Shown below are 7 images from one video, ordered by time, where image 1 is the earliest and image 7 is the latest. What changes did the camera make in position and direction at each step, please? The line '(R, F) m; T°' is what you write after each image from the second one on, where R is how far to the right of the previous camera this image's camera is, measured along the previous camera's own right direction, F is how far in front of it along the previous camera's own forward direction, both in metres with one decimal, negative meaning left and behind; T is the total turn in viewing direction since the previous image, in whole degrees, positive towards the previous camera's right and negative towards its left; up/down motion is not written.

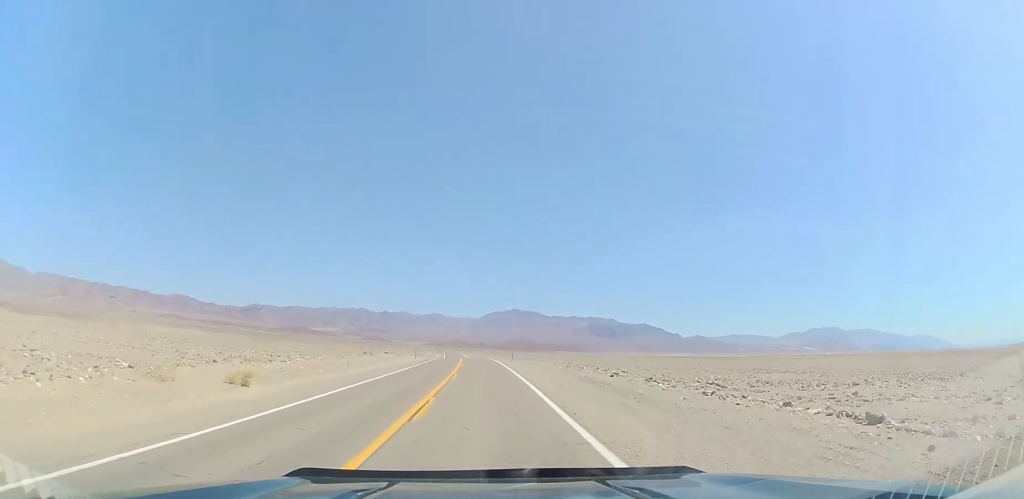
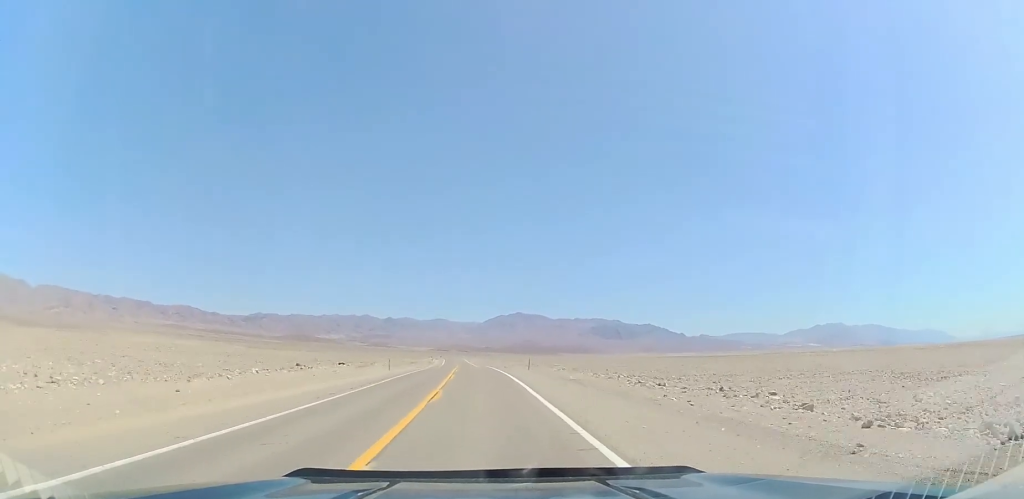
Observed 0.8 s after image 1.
(-0.5, +24.1) m; -1°
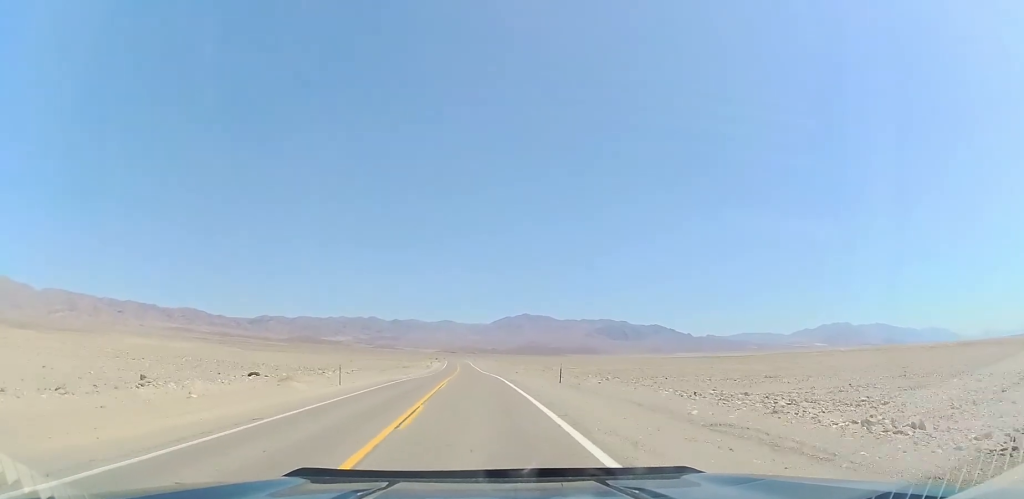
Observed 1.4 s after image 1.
(-0.1, +19.9) m; -1°
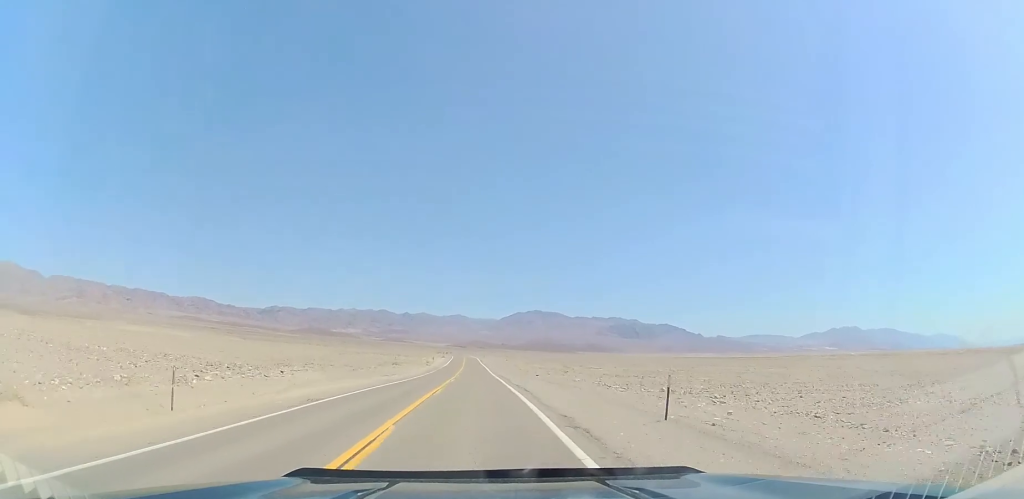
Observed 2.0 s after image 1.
(+0.1, +19.9) m; -1°
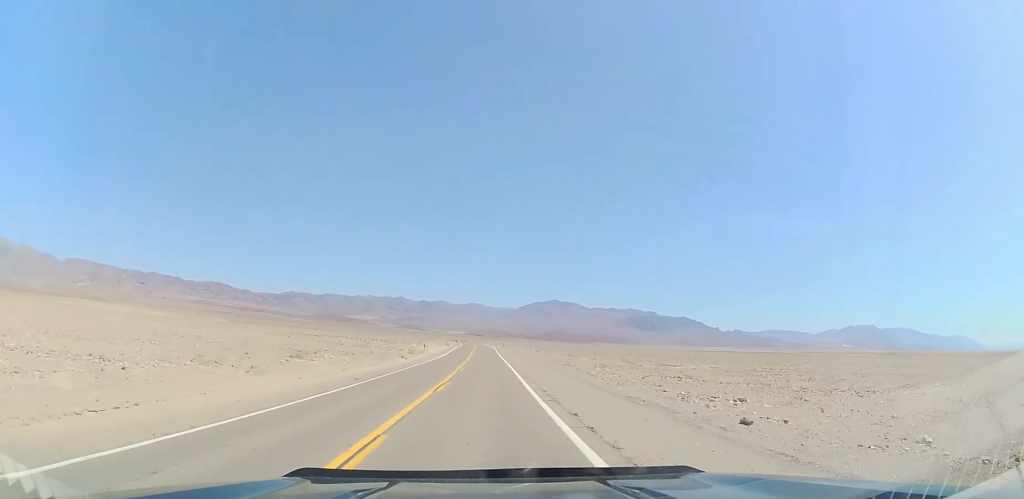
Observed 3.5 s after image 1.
(-1.3, +46.9) m; -2°
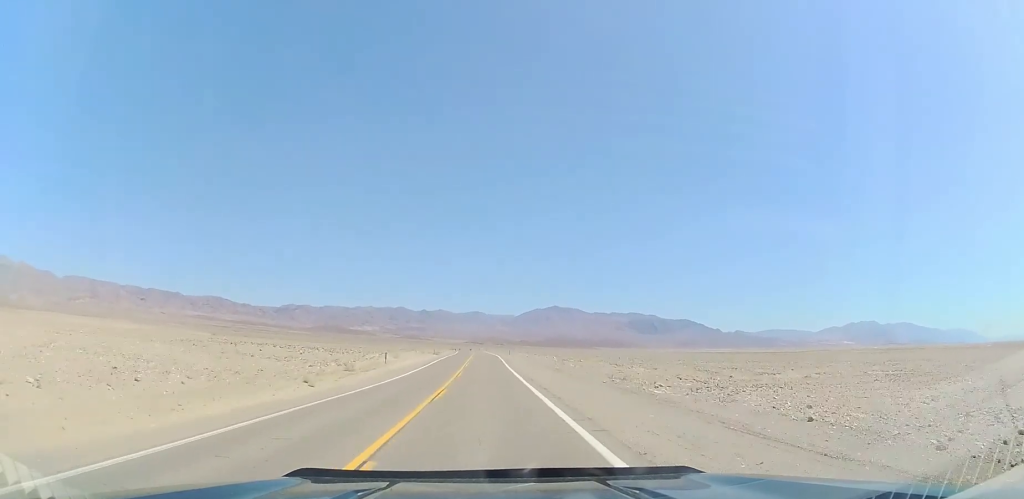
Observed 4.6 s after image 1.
(-0.2, +32.8) m; 0°
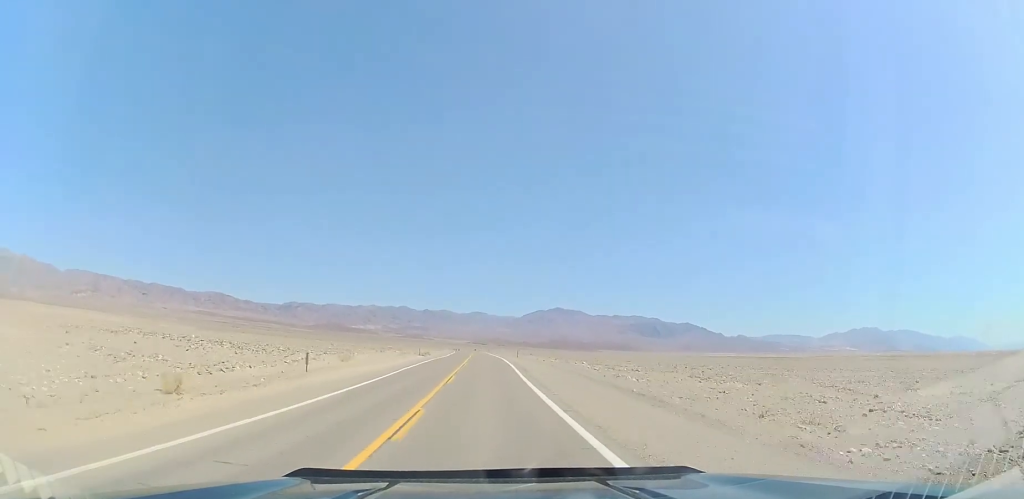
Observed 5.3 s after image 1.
(+0.1, +22.4) m; 0°
